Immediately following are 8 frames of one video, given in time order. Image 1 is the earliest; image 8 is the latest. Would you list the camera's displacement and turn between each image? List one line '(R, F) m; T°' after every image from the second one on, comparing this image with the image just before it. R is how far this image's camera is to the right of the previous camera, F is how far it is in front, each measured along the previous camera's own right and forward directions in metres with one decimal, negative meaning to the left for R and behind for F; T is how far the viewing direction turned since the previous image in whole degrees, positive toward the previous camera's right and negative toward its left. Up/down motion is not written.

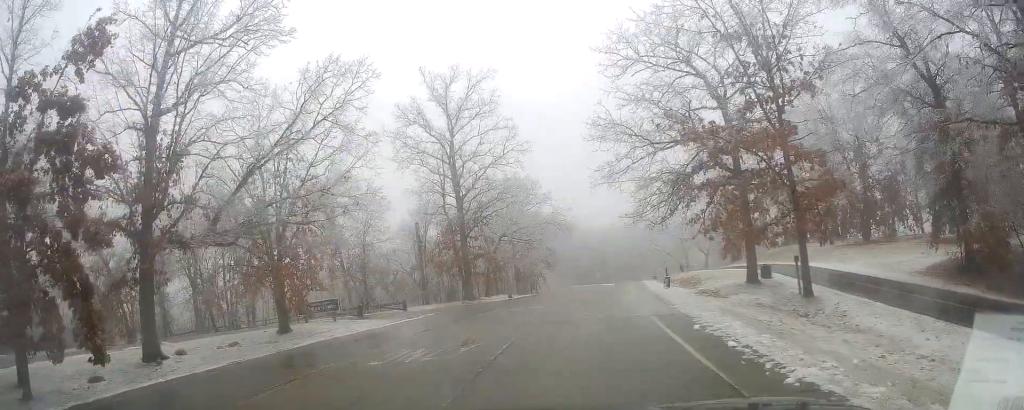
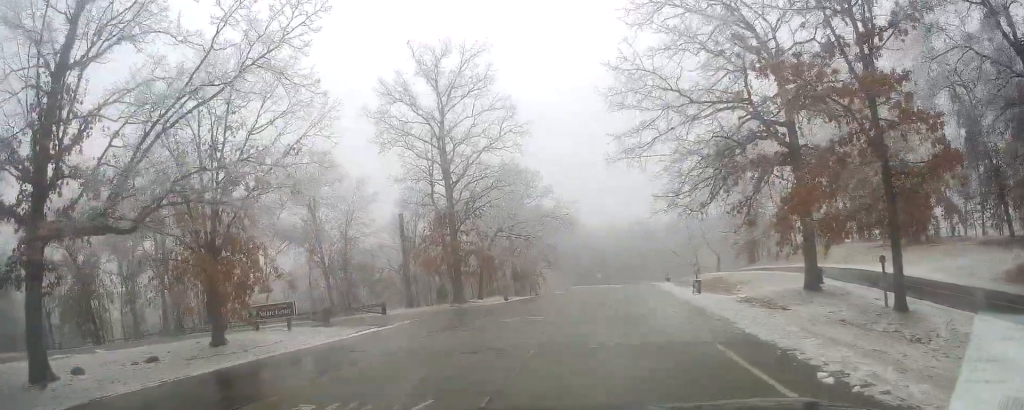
(+0.2, +6.4) m; +3°
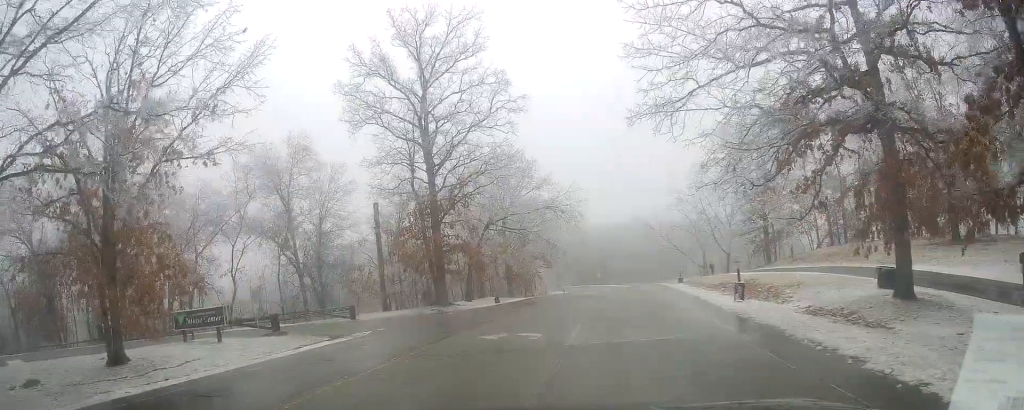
(+0.1, +6.5) m; +4°
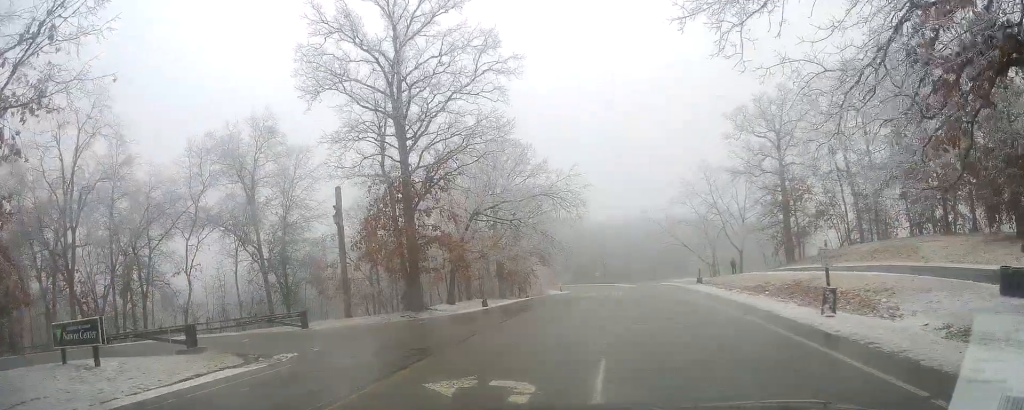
(+0.4, +7.5) m; +1°
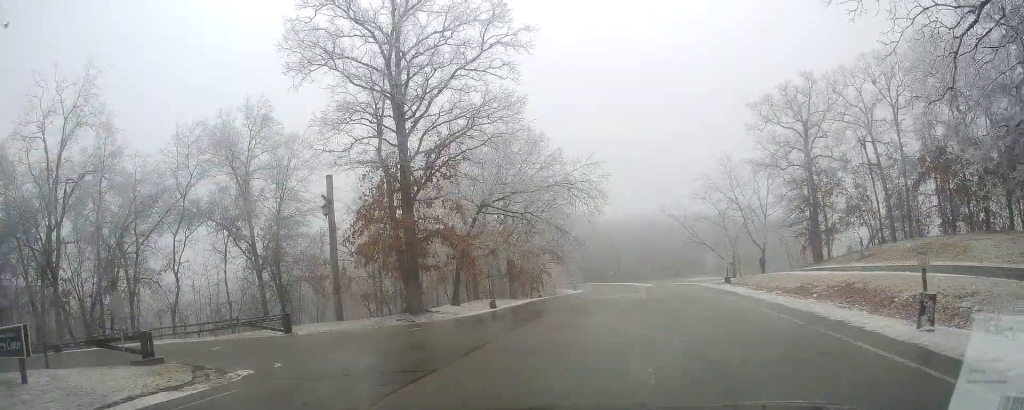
(-0.2, +3.9) m; -4°
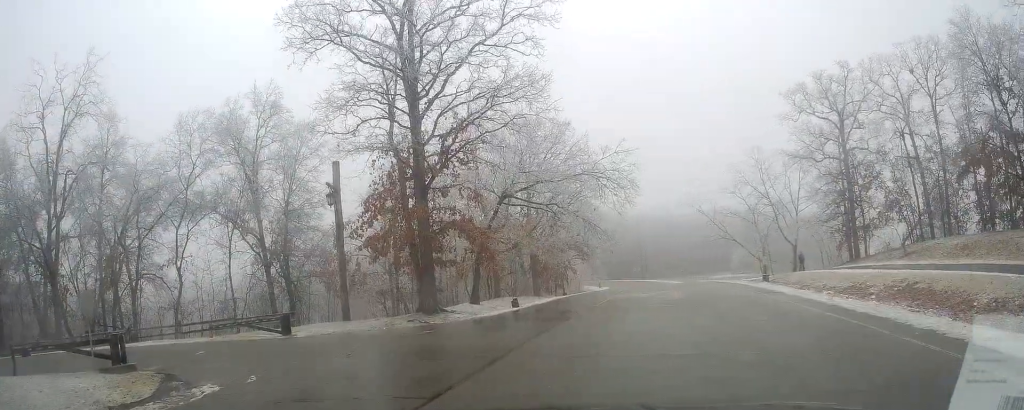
(-0.1, +3.0) m; -5°
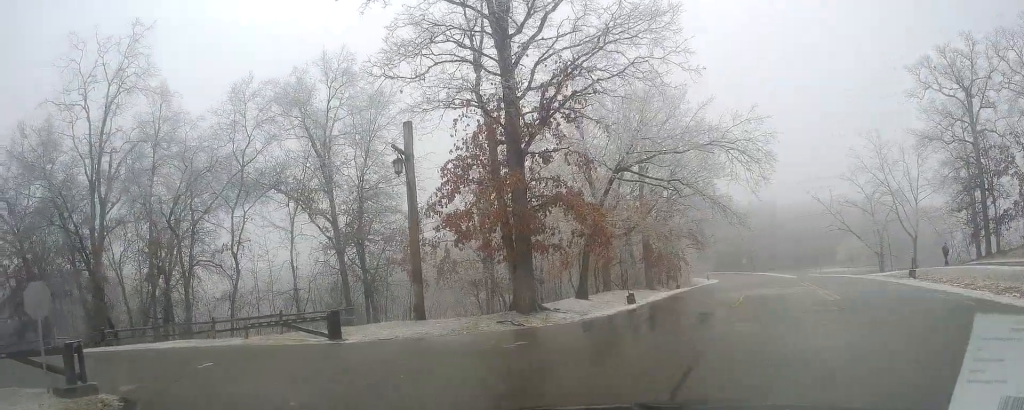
(-0.3, +6.6) m; -4°
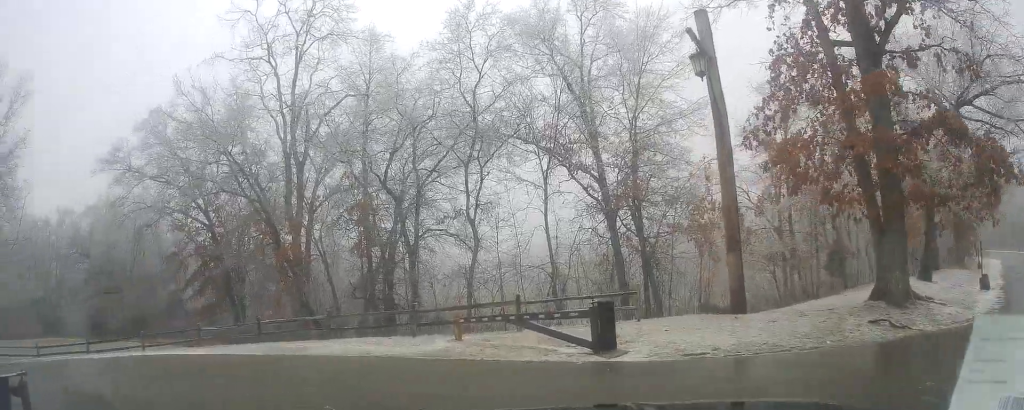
(-1.3, +8.0) m; -22°
